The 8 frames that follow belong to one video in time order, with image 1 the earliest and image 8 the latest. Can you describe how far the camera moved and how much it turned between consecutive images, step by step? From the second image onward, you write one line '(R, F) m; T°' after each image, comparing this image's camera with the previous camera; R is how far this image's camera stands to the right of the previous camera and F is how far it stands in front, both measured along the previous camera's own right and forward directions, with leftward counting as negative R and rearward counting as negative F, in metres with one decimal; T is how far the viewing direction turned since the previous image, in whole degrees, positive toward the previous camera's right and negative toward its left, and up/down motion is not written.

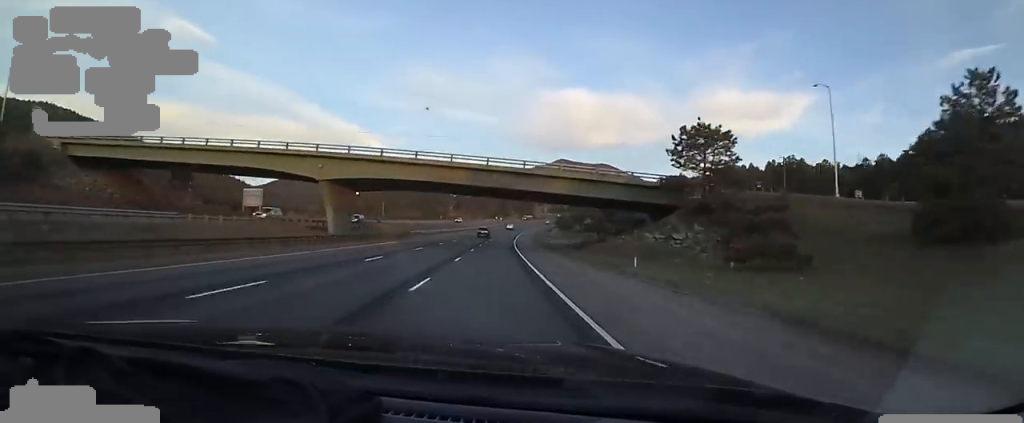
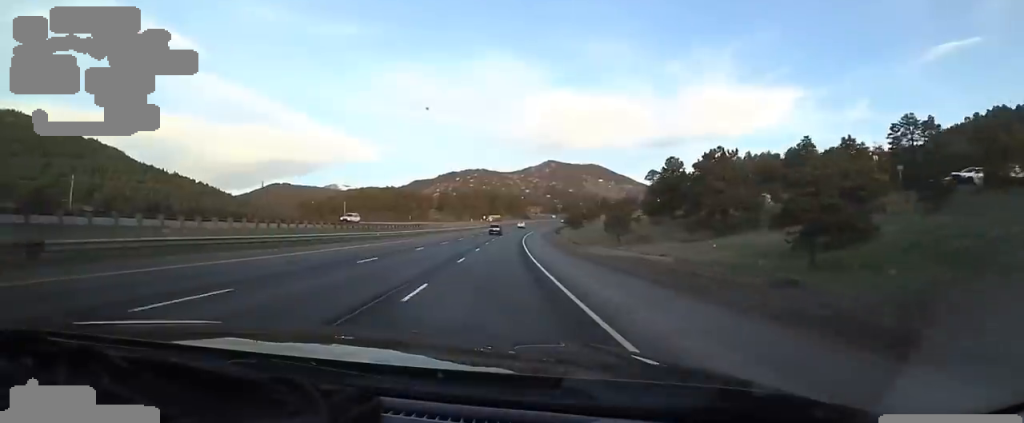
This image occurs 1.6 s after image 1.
(+1.0, +52.2) m; +2°
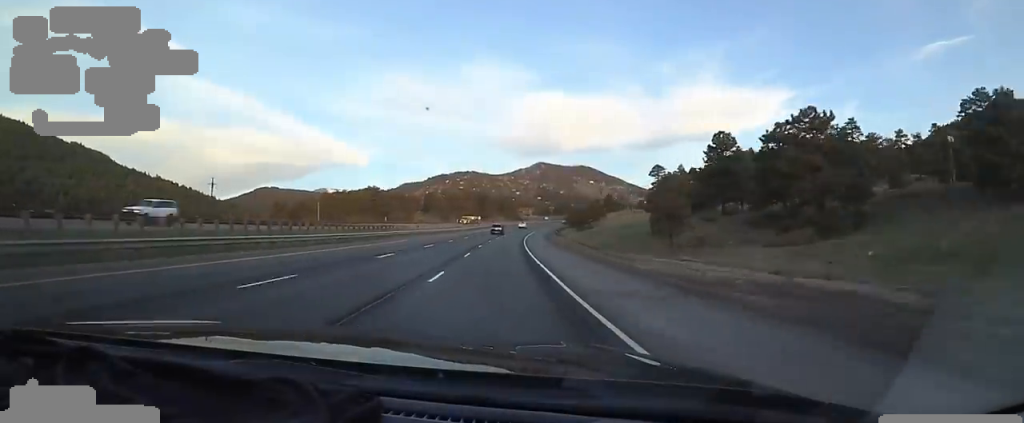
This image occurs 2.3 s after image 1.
(-0.4, +21.0) m; +1°
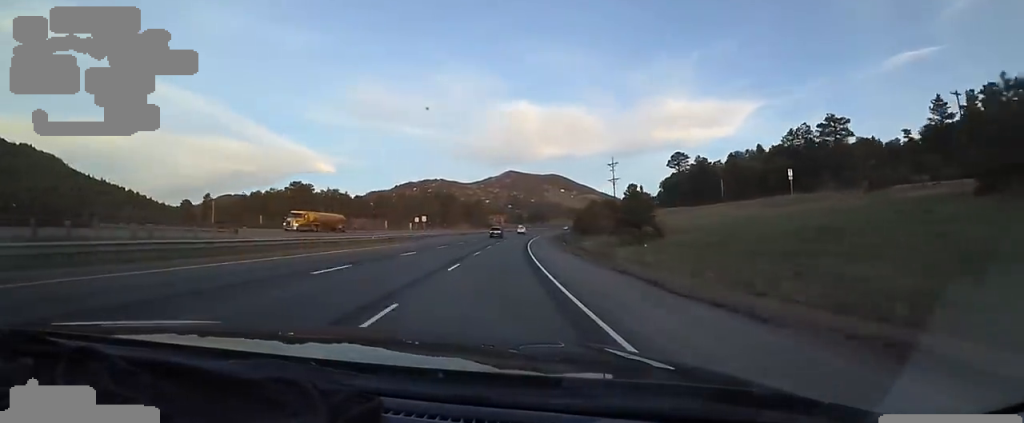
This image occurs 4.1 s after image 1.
(+2.6, +53.5) m; +3°
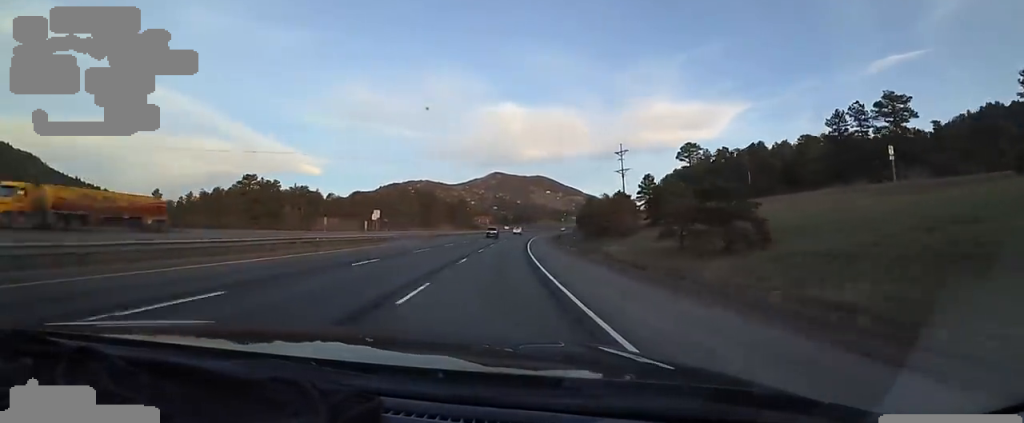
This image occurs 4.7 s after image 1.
(0.0, +19.6) m; +1°
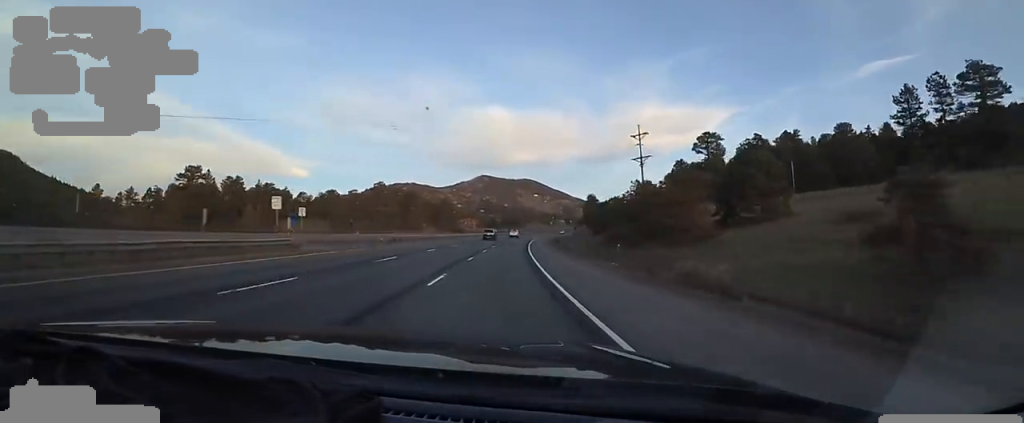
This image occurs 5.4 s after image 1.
(-0.2, +19.6) m; +2°
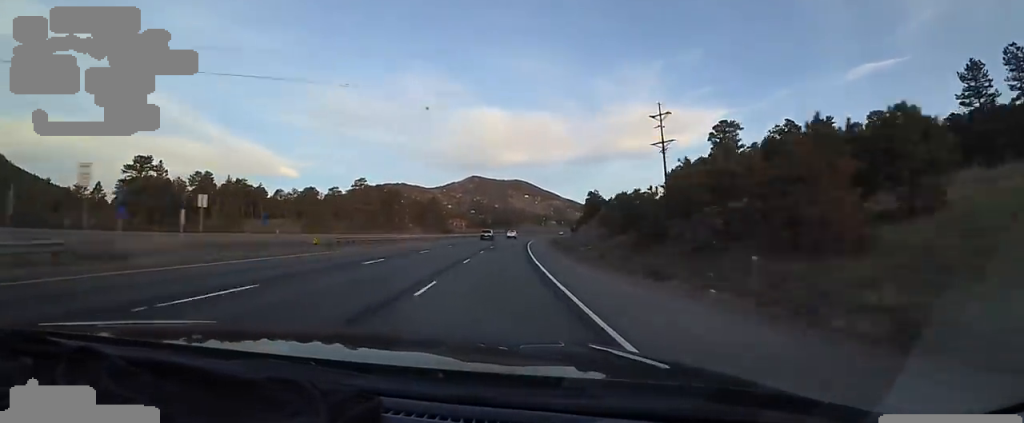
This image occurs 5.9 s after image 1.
(+0.6, +13.8) m; +1°
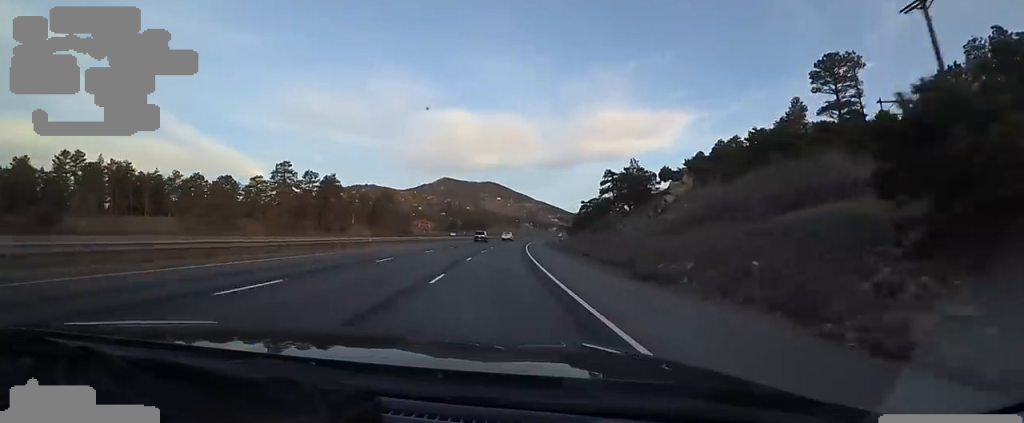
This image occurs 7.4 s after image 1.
(+1.3, +44.7) m; +4°
